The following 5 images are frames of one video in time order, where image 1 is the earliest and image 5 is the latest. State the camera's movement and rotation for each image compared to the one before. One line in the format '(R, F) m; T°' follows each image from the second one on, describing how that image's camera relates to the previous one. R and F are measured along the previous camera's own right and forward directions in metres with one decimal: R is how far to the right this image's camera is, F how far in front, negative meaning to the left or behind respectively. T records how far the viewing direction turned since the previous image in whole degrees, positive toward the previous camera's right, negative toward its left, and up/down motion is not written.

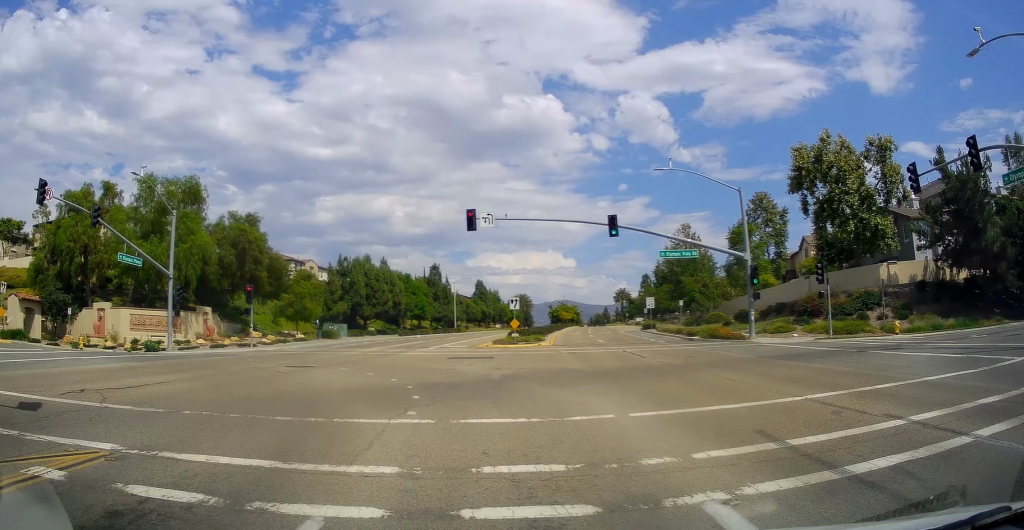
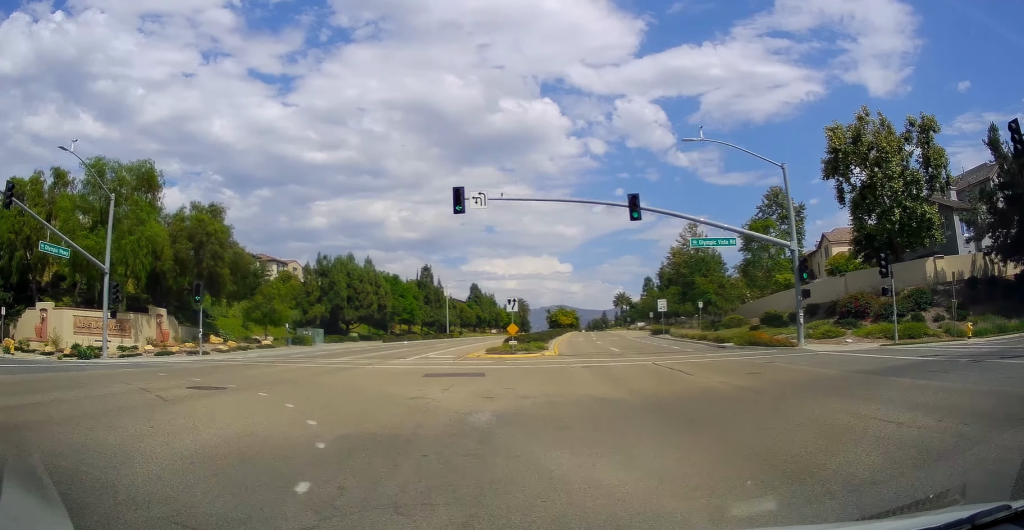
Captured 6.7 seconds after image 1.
(-0.7, +10.9) m; -13°
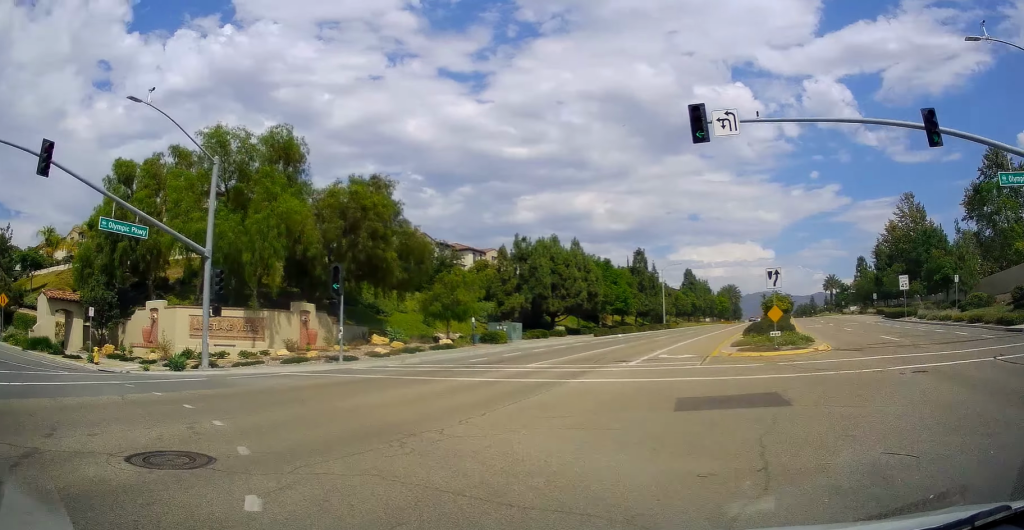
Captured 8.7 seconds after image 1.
(-0.1, +6.2) m; -11°
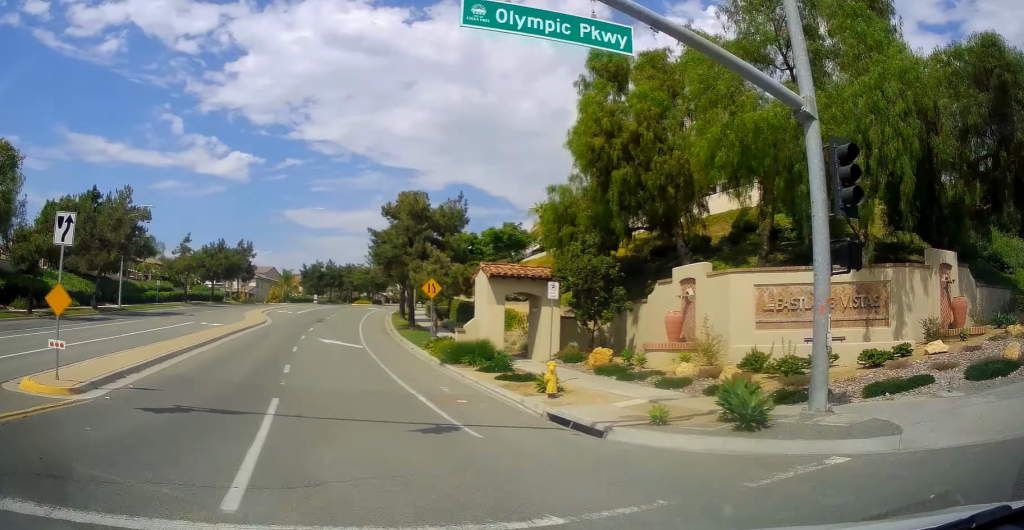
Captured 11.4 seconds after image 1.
(-4.3, +13.9) m; -35°
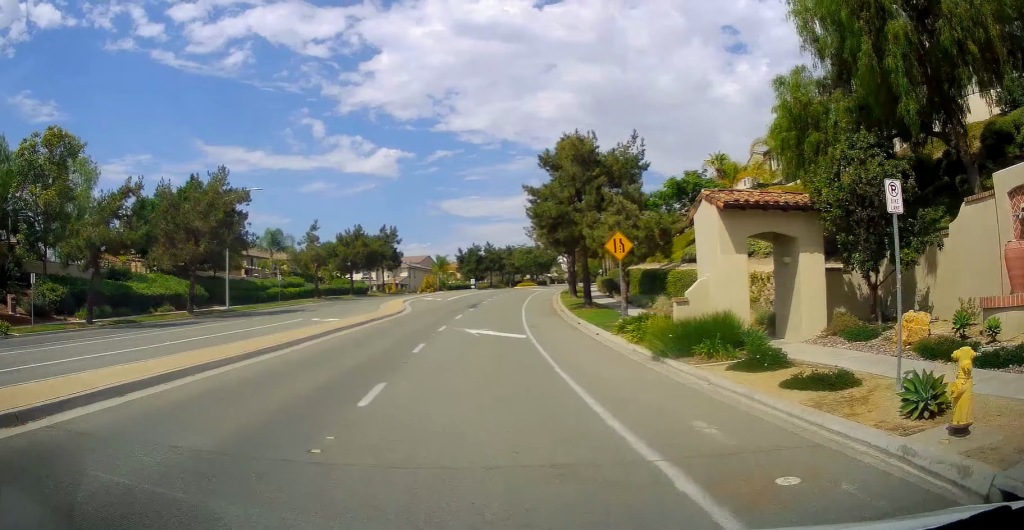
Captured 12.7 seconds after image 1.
(-1.0, +8.7) m; -16°
